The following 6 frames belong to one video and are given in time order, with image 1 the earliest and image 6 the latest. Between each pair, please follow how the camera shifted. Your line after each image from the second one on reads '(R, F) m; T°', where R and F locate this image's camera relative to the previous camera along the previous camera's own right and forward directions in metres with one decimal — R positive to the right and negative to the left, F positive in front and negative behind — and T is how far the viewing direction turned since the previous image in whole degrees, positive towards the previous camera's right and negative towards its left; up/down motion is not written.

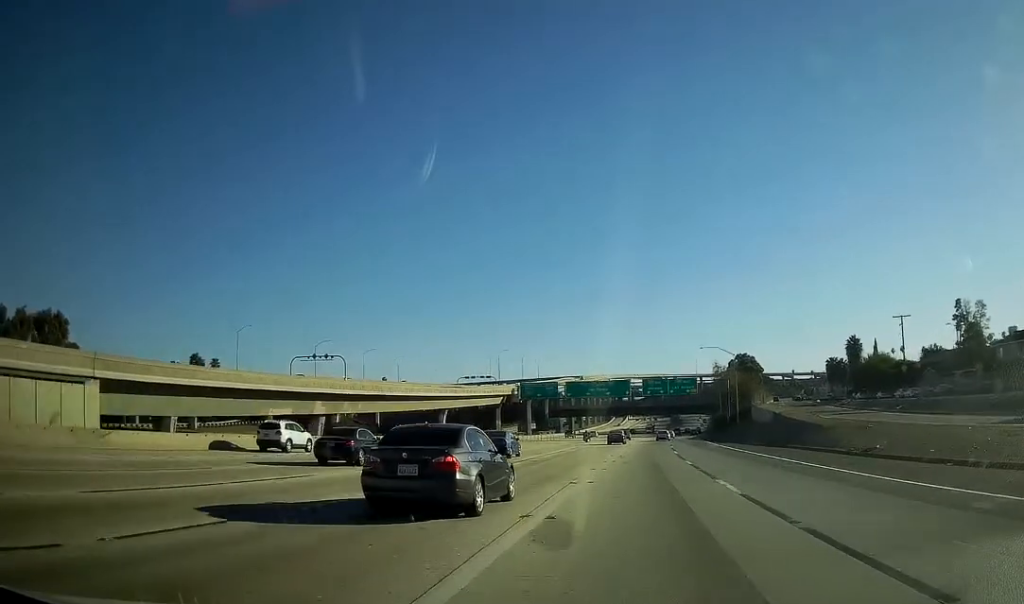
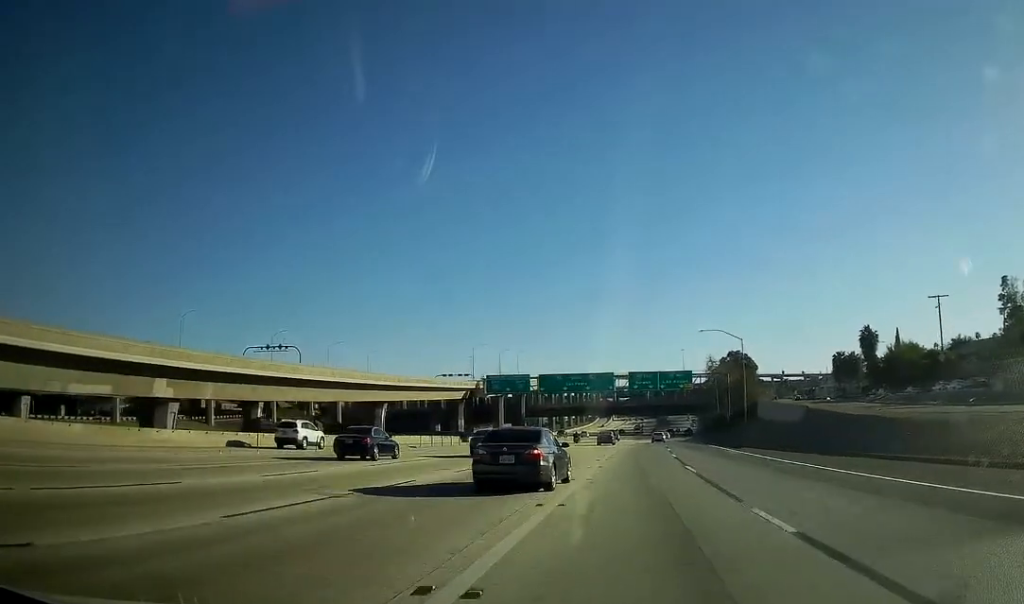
(0.0, +20.6) m; 0°
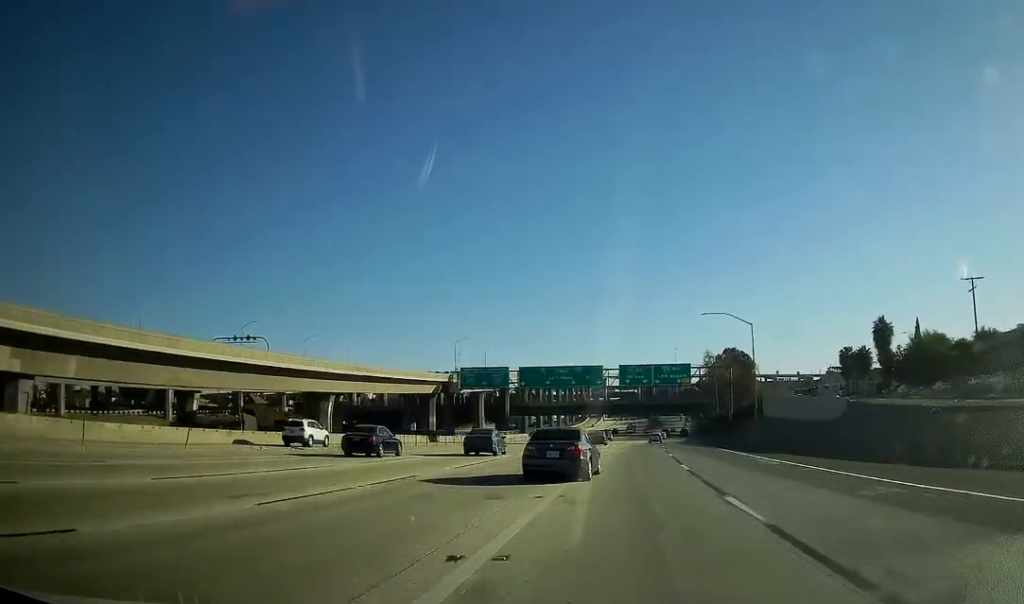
(-0.2, +13.0) m; 0°
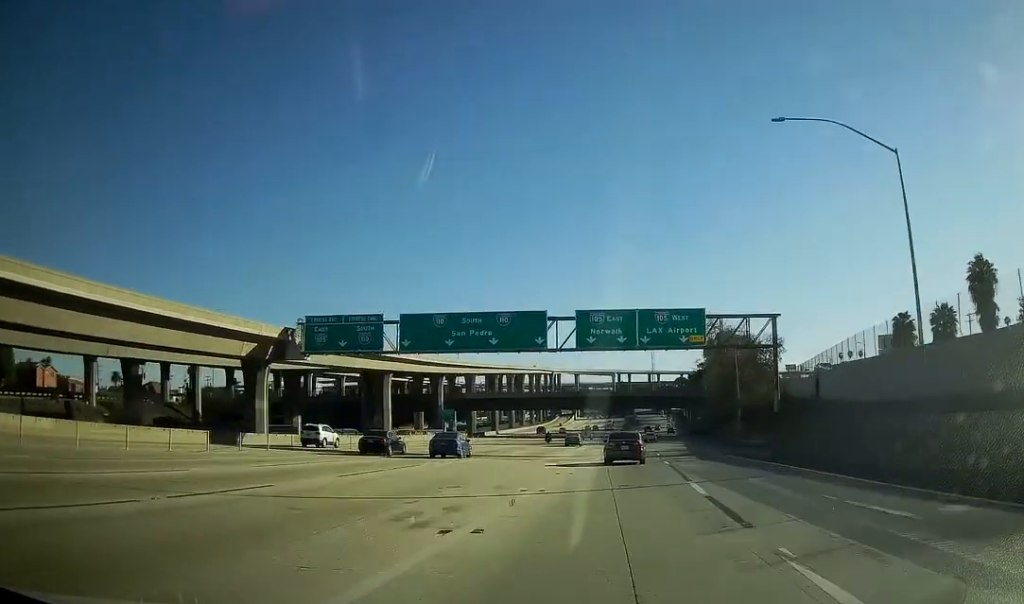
(+1.8, +50.4) m; +4°
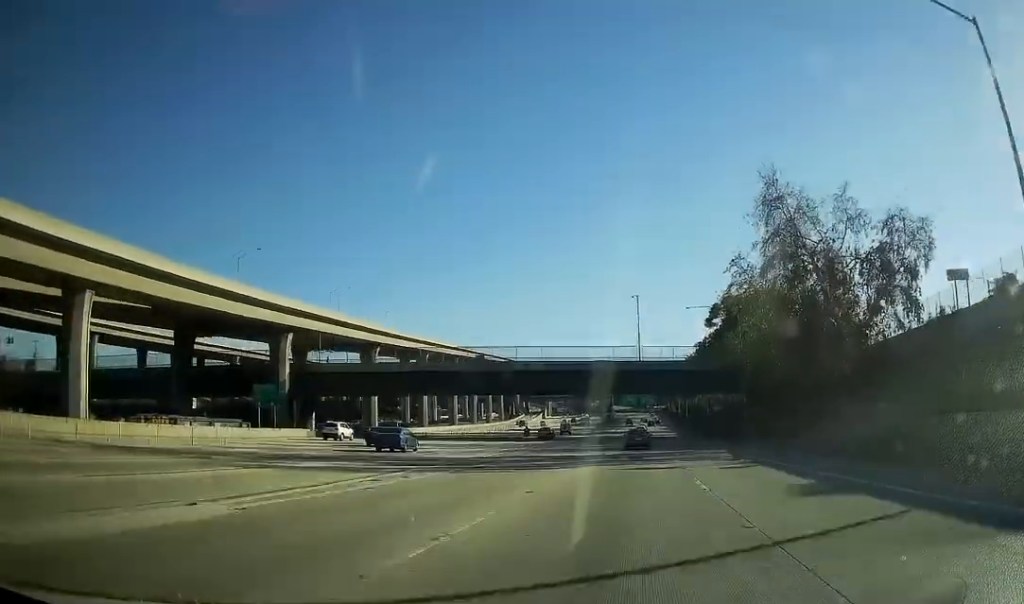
(+0.6, +66.1) m; +1°
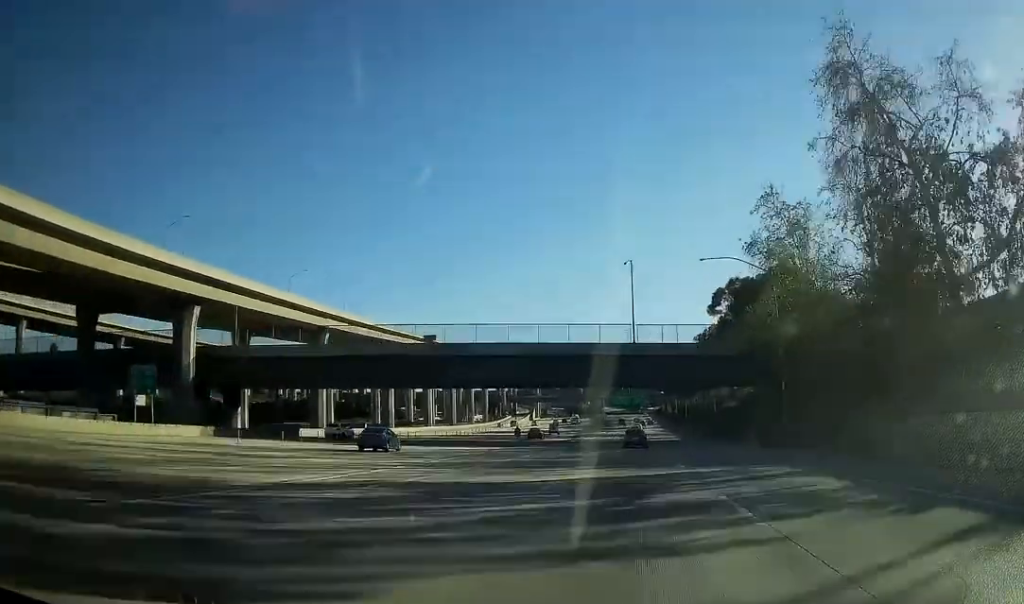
(0.0, +21.6) m; +1°
